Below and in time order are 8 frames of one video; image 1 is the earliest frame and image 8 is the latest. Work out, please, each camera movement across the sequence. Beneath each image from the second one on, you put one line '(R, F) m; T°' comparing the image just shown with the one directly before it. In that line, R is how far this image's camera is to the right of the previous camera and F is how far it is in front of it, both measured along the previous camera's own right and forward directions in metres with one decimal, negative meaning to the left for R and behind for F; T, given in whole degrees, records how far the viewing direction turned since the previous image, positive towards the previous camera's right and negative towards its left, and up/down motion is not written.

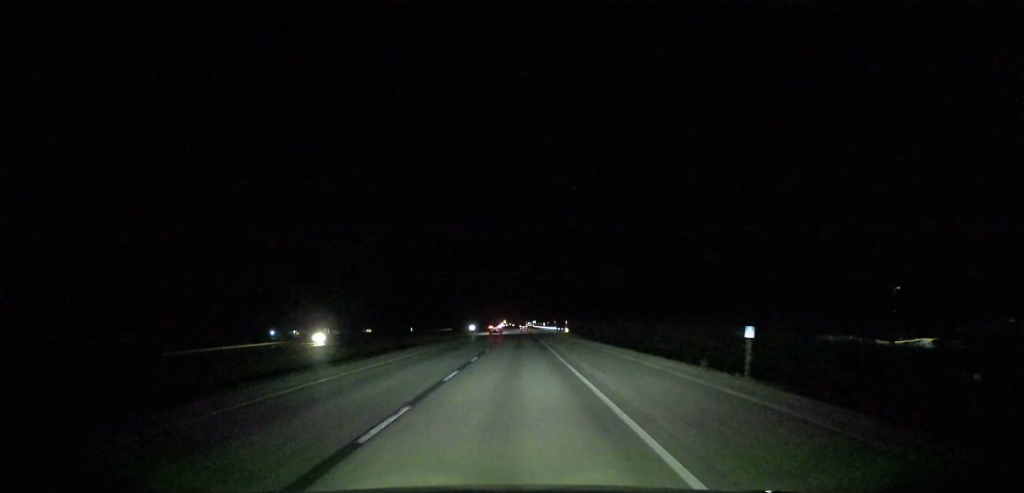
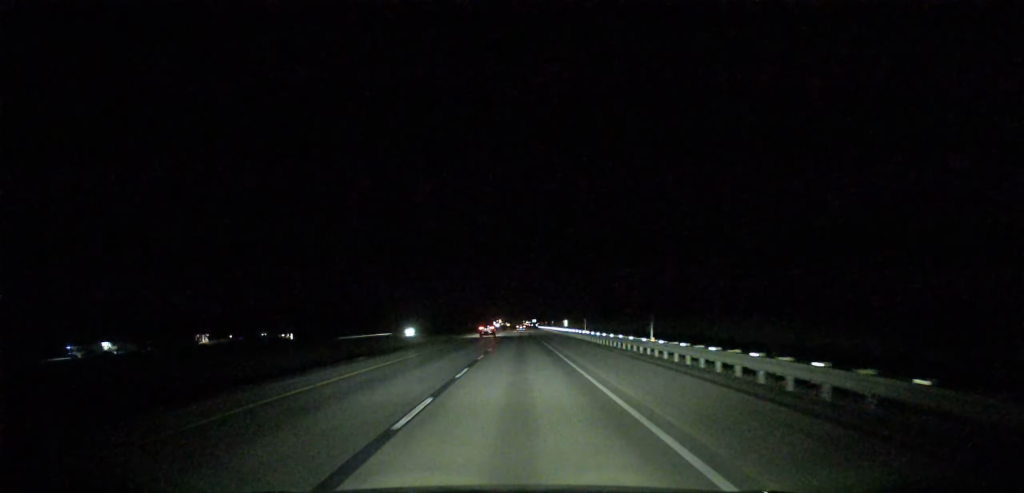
(-0.4, +146.9) m; 0°
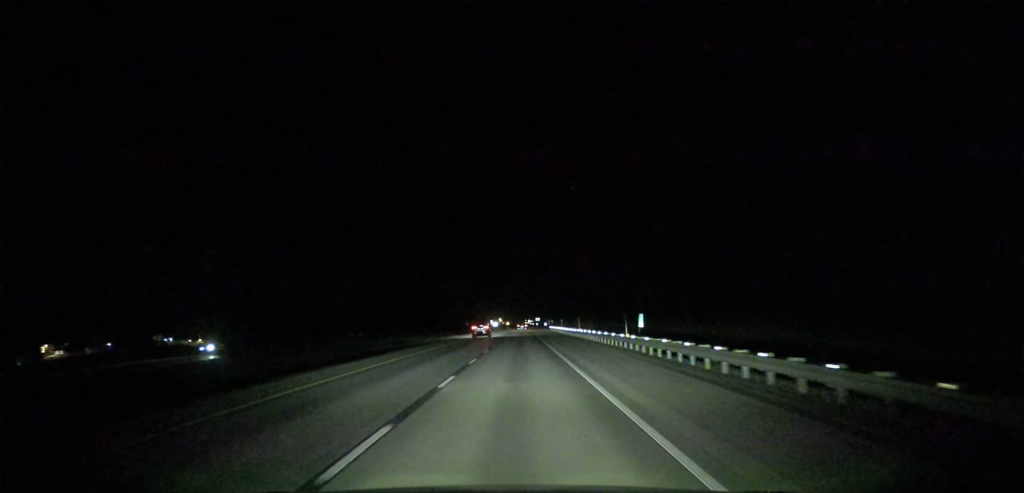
(-0.2, +81.7) m; 0°
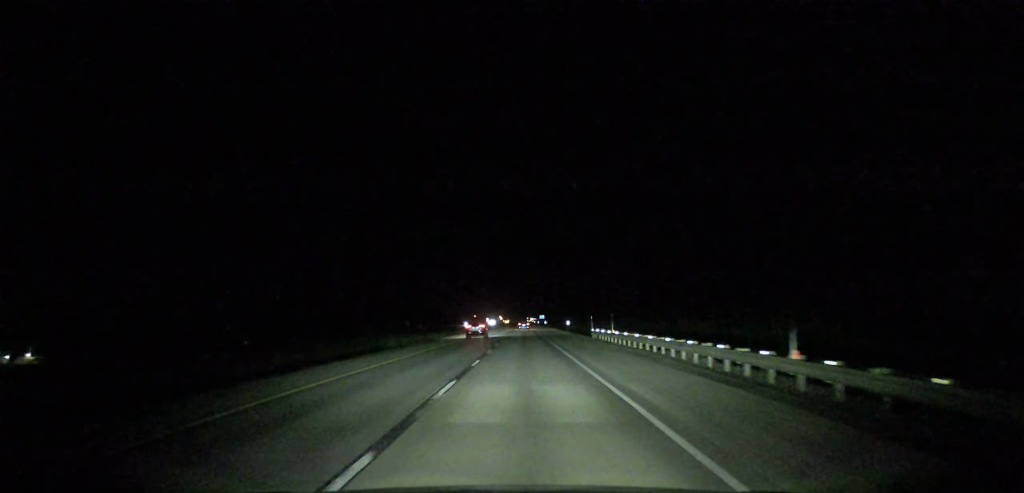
(-0.1, +80.8) m; 0°
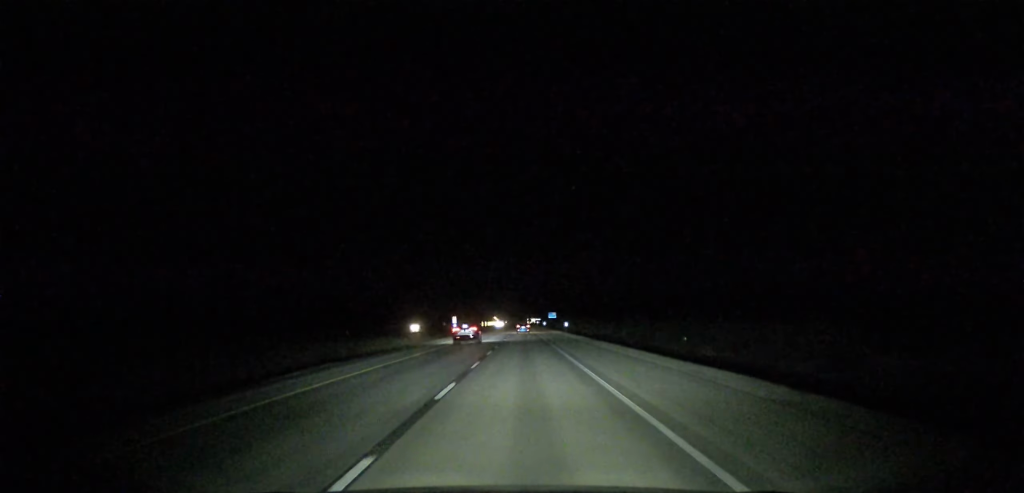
(+0.3, +197.4) m; 0°
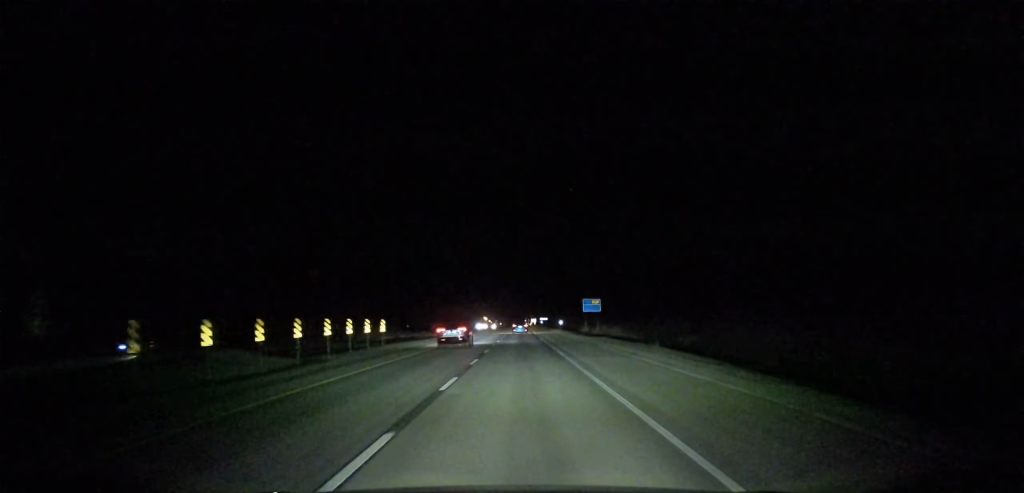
(-0.1, +195.1) m; 0°
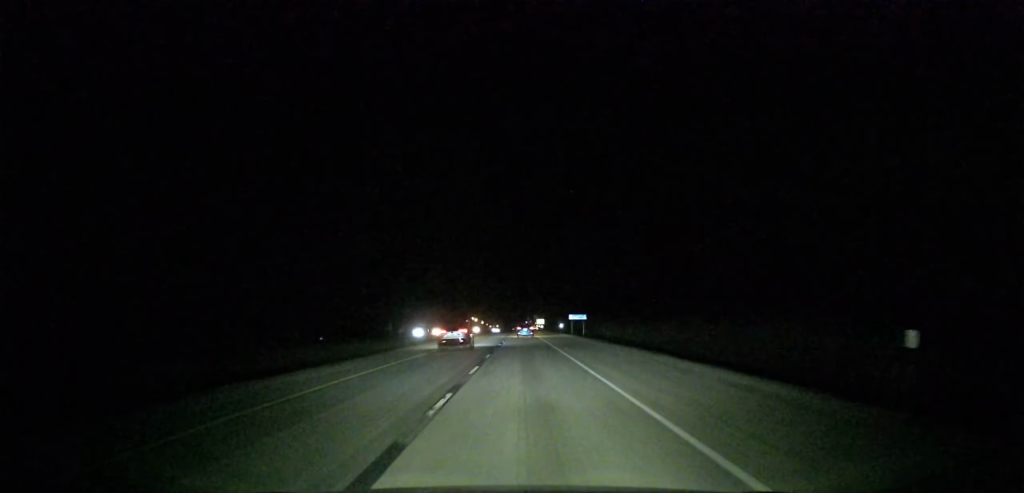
(-0.3, +195.3) m; 0°
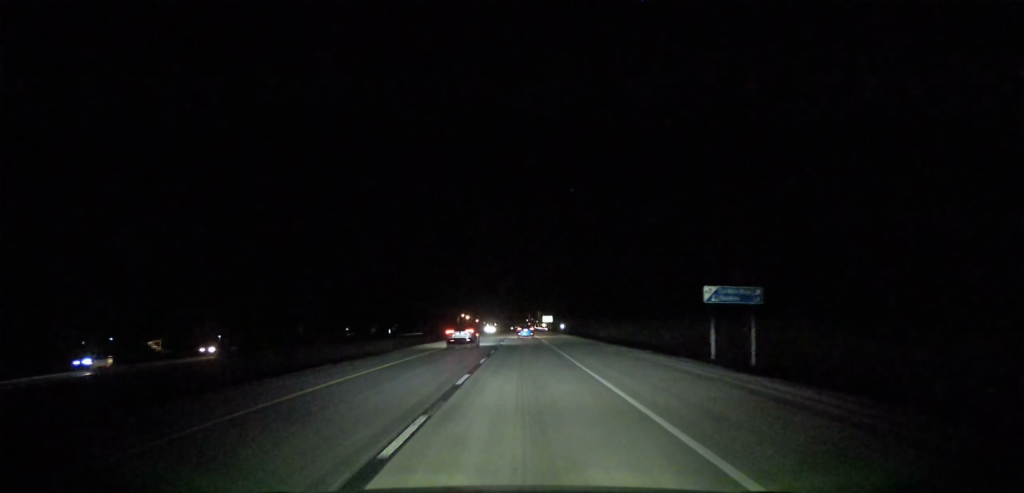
(+0.2, +105.3) m; 0°
